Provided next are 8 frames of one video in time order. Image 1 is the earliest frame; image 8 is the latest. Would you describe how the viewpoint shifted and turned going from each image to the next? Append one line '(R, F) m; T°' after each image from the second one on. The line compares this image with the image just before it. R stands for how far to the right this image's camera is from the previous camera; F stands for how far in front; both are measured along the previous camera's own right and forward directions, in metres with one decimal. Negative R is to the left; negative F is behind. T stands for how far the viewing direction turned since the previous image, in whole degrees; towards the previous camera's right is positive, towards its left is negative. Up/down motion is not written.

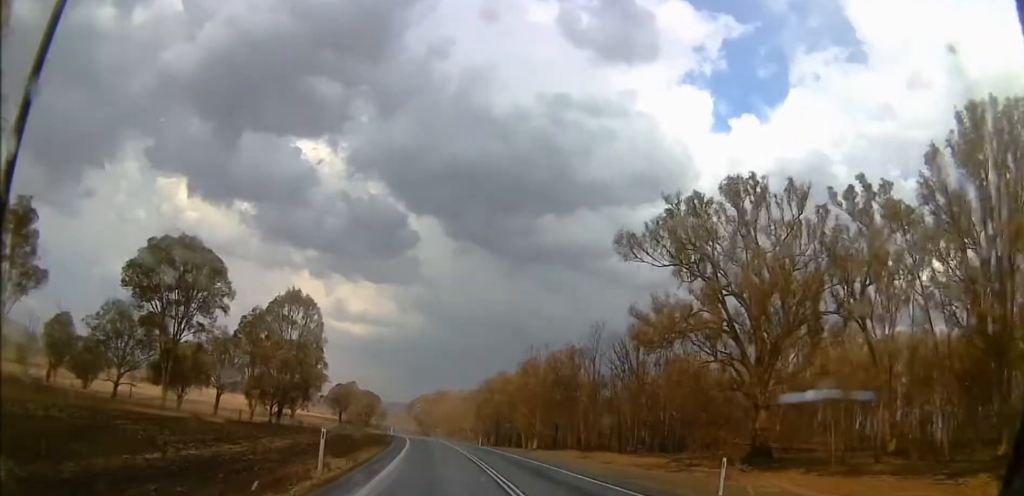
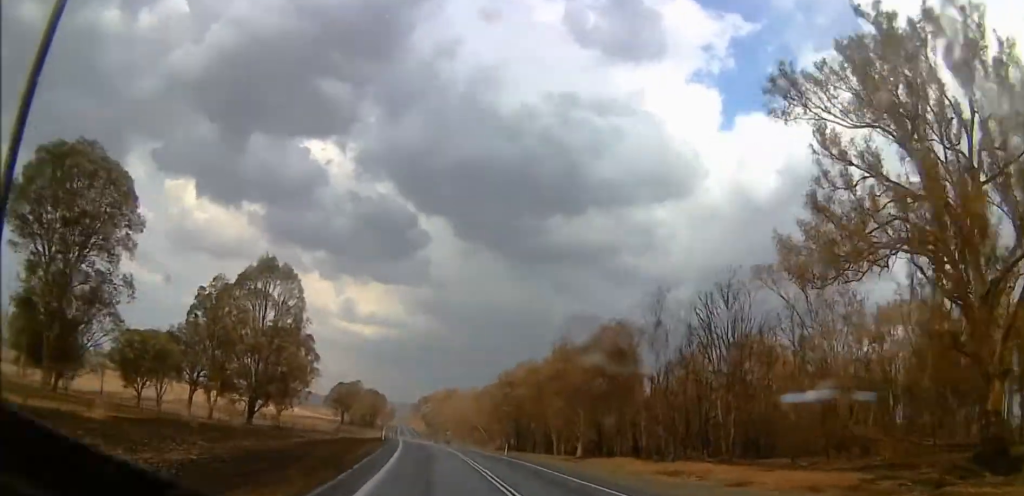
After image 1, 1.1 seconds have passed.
(-0.5, +20.5) m; 0°
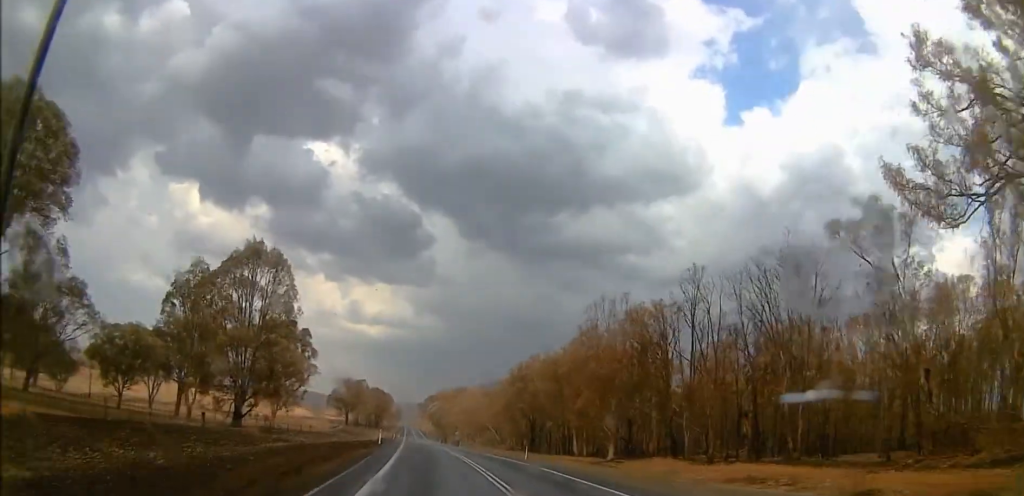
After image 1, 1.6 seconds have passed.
(+0.1, +8.5) m; +1°
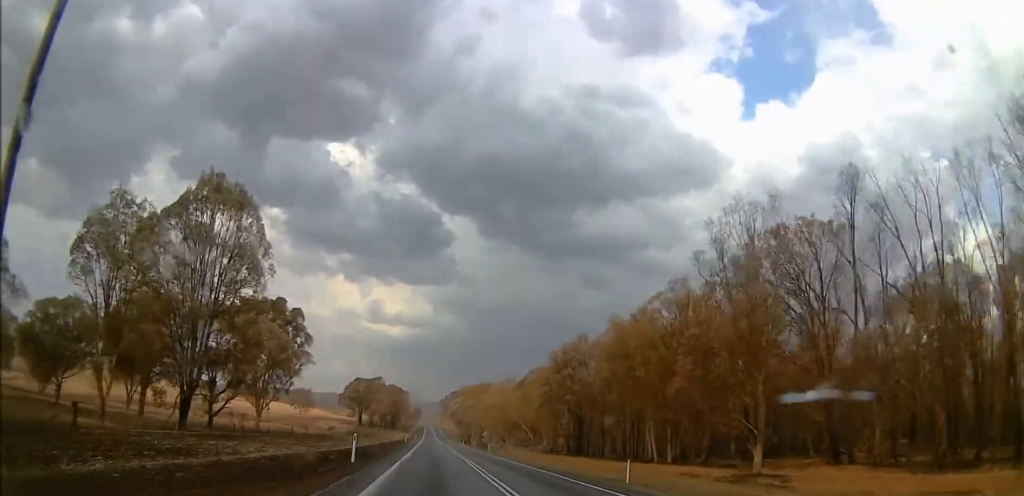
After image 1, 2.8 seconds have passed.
(-0.4, +21.6) m; -3°
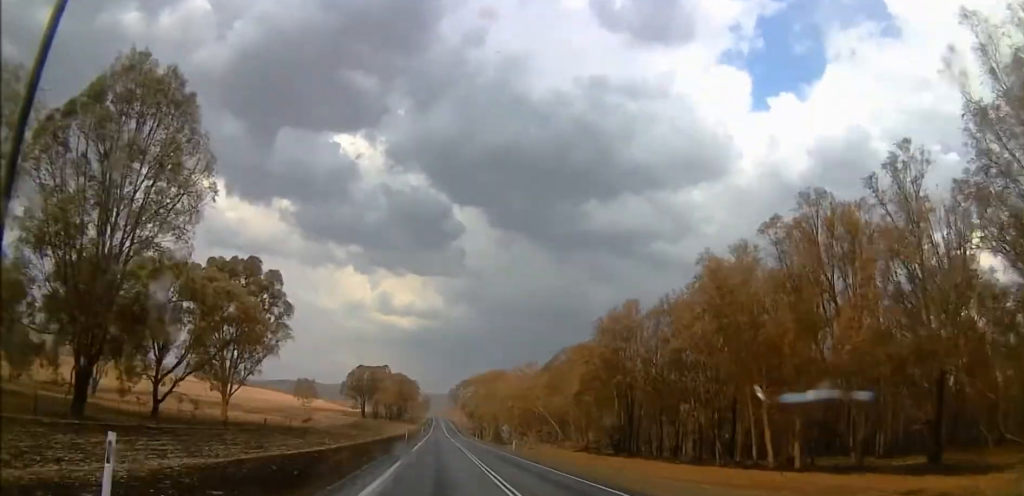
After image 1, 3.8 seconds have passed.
(-0.7, +18.7) m; -2°
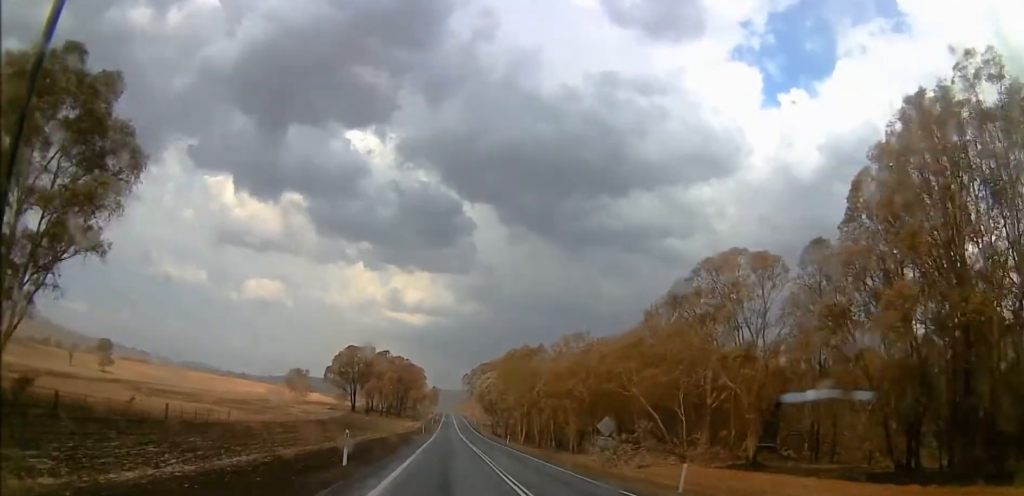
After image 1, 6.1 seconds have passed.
(+0.1, +42.6) m; 0°
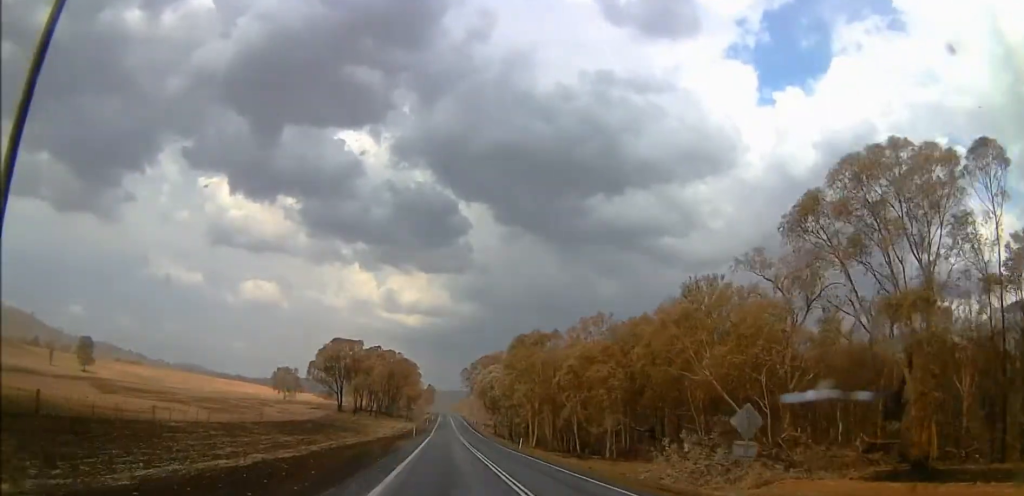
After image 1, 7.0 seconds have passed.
(0.0, +14.8) m; 0°
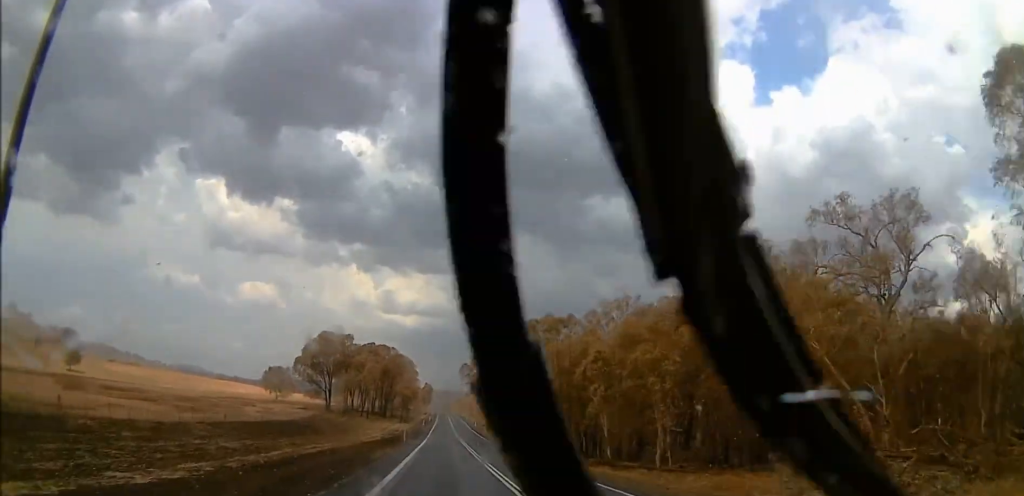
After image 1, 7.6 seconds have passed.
(+0.1, +11.0) m; +1°
